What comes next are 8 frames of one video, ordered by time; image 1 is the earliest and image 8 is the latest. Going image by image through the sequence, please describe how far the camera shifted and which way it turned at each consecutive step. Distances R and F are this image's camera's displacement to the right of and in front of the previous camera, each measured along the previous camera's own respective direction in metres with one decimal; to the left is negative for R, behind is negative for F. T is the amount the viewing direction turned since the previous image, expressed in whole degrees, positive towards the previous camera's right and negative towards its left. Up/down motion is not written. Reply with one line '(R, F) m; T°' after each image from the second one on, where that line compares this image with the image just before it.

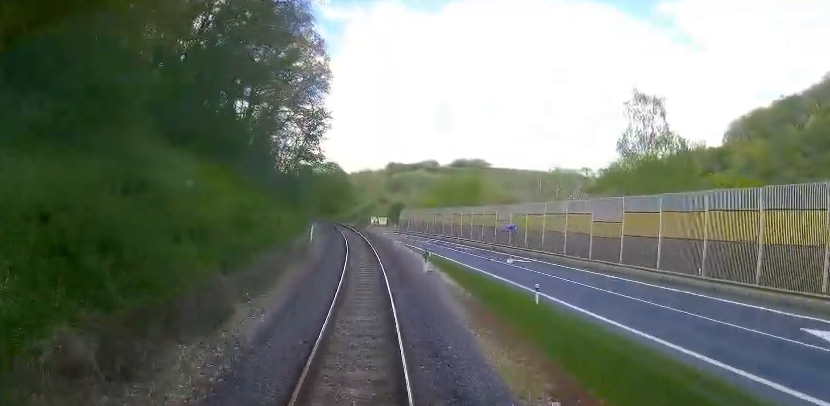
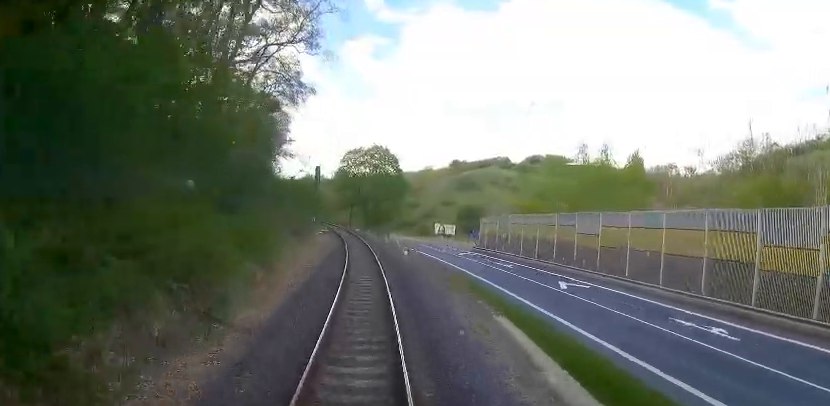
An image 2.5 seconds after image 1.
(-2.1, +33.5) m; -4°
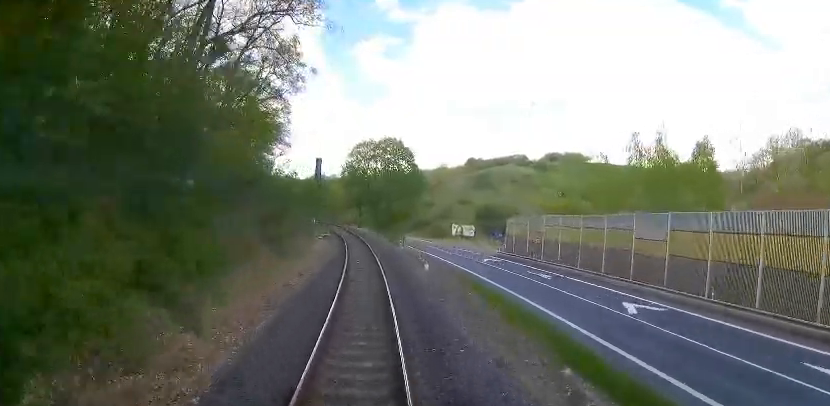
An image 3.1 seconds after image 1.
(0.0, +7.6) m; -2°
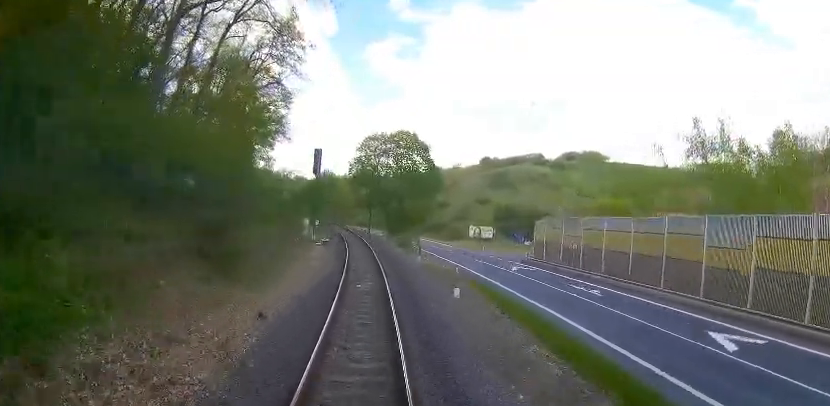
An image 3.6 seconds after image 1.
(+0.2, +6.7) m; -2°
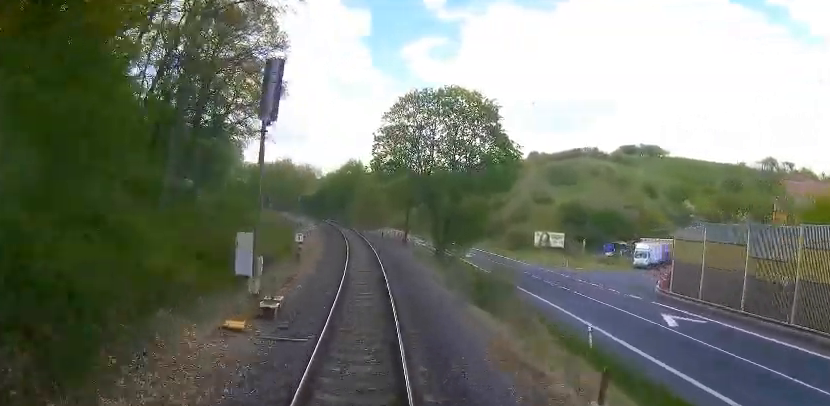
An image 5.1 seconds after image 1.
(-1.5, +20.1) m; -6°
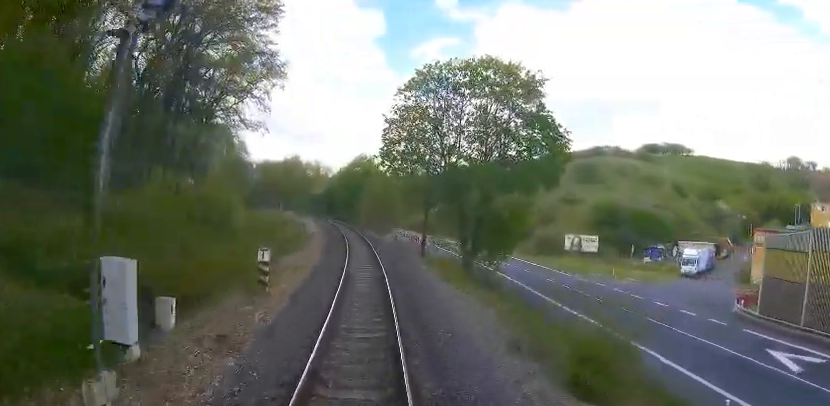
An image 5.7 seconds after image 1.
(-0.1, +7.4) m; -1°
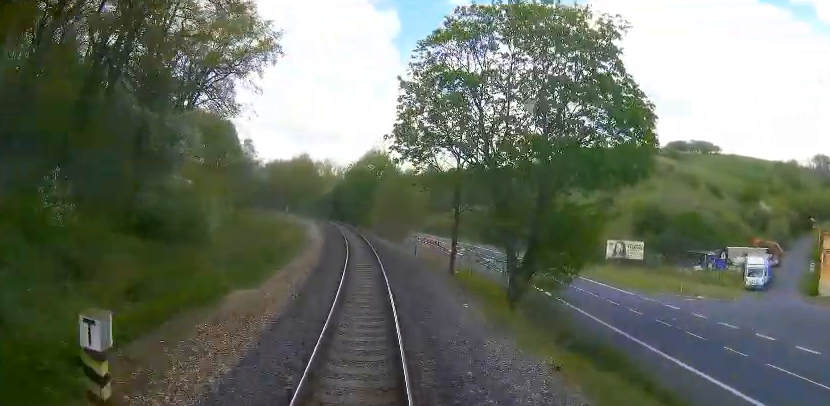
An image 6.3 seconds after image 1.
(0.0, +8.2) m; -2°
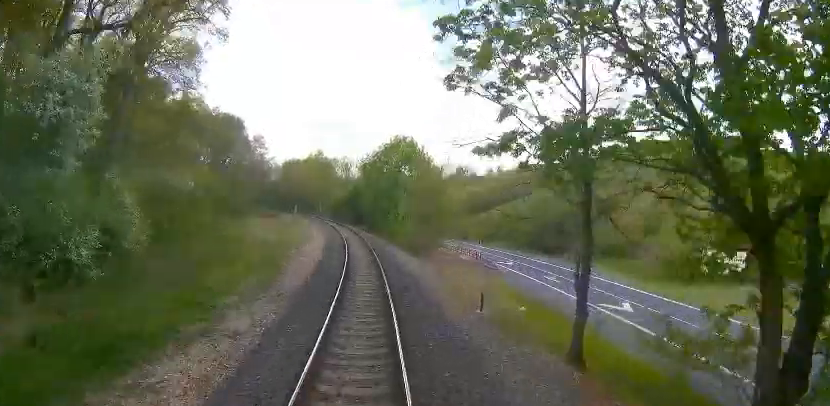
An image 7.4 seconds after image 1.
(-0.6, +14.2) m; -6°
